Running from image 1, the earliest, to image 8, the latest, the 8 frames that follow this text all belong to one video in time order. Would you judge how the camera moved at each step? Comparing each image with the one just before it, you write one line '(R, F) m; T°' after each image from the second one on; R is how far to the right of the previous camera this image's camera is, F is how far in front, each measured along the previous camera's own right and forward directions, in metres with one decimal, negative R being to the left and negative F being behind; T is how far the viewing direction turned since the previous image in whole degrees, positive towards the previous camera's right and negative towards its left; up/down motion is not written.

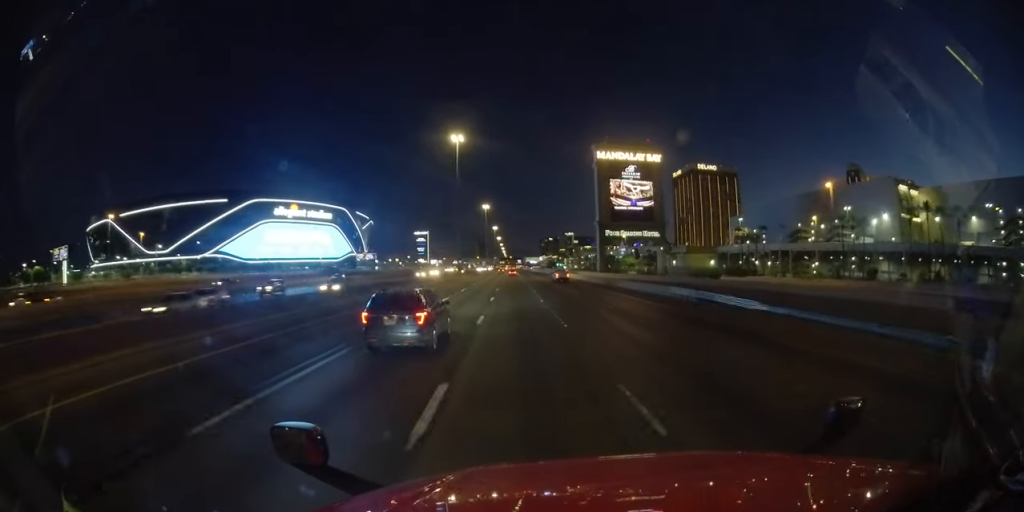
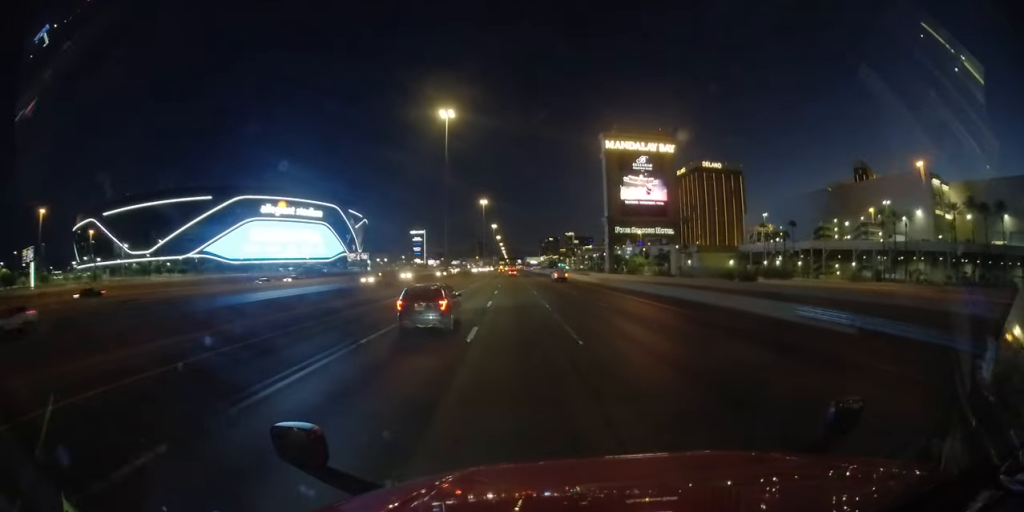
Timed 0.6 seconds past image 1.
(-0.1, +16.2) m; 0°
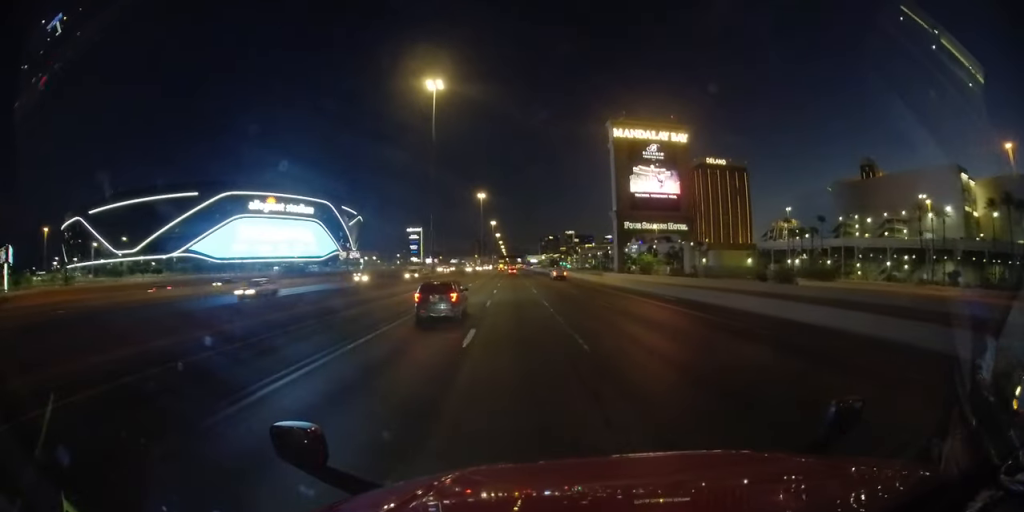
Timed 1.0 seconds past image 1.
(0.0, +13.2) m; 0°
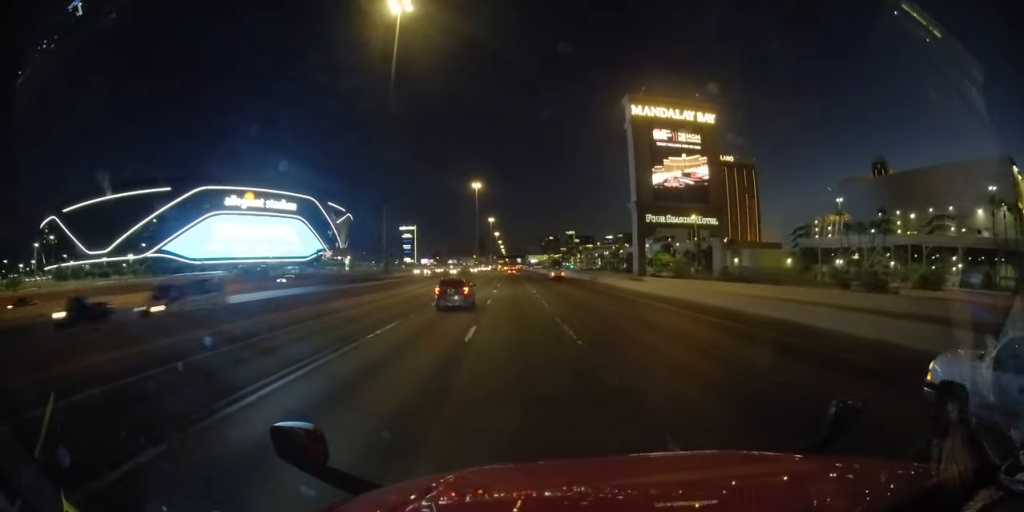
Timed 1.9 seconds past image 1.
(0.0, +23.5) m; 0°
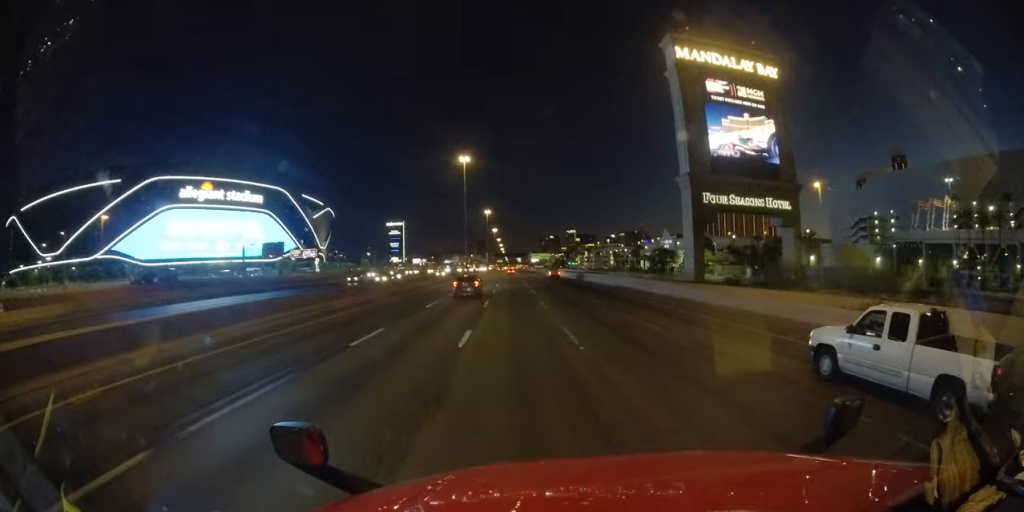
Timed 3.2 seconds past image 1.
(0.0, +37.4) m; 0°
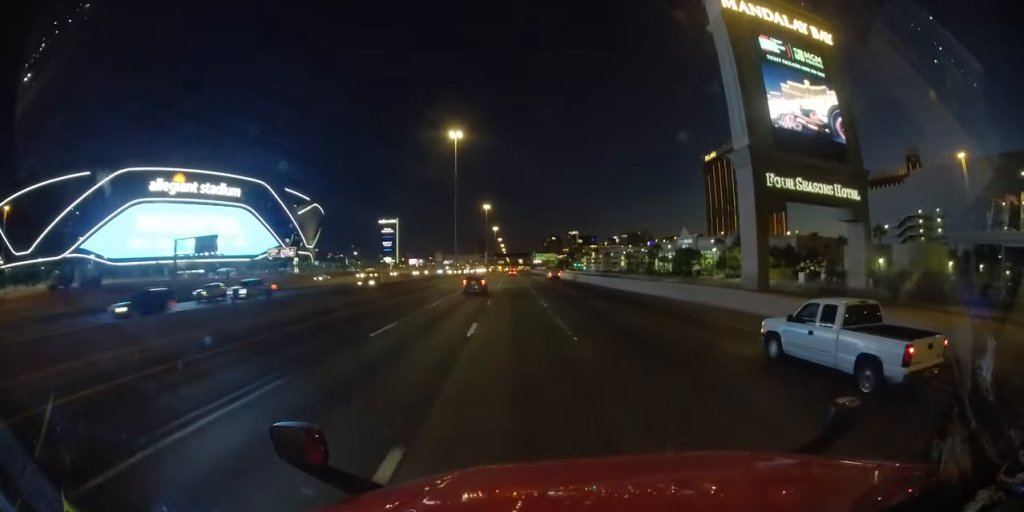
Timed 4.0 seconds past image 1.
(0.0, +22.5) m; 0°
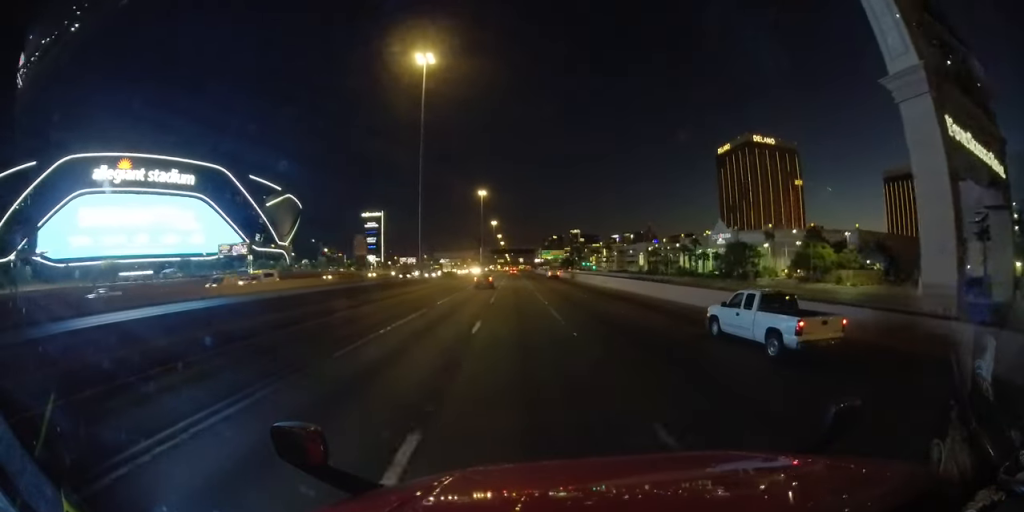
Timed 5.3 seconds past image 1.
(0.0, +35.7) m; 0°
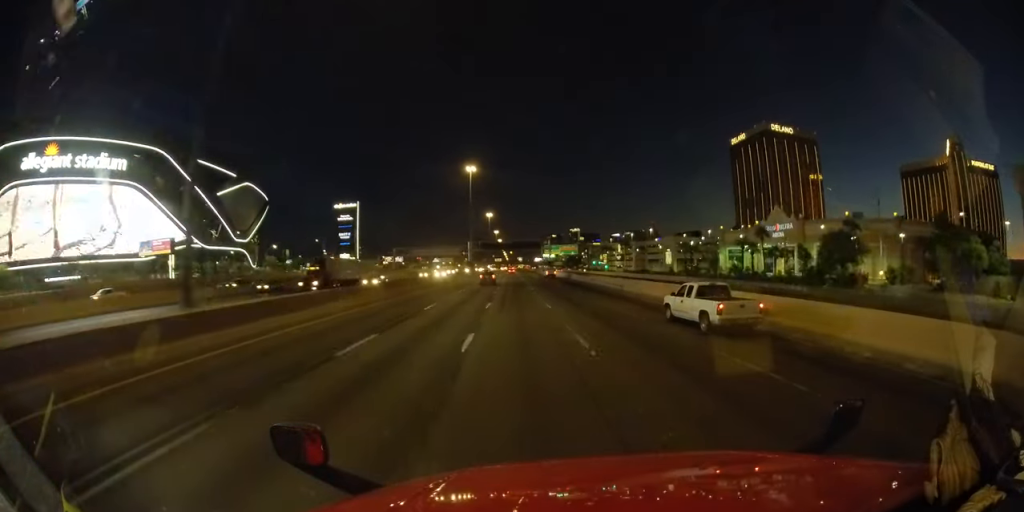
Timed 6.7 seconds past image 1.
(0.0, +40.2) m; 0°
